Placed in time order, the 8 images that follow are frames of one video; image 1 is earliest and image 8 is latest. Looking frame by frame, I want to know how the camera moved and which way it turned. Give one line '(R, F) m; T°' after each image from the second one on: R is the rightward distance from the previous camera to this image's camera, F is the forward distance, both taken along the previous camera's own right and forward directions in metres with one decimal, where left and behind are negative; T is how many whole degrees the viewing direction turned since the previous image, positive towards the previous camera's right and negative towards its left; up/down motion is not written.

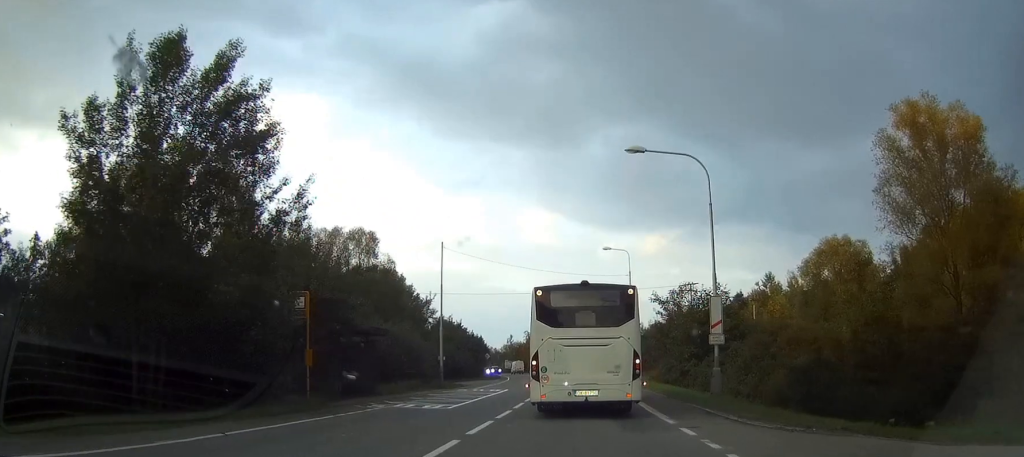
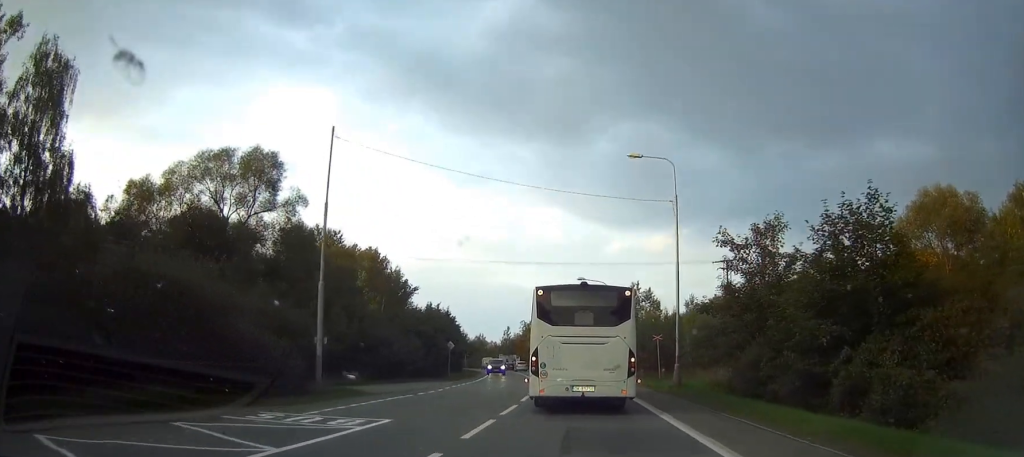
(+0.4, +25.6) m; +2°
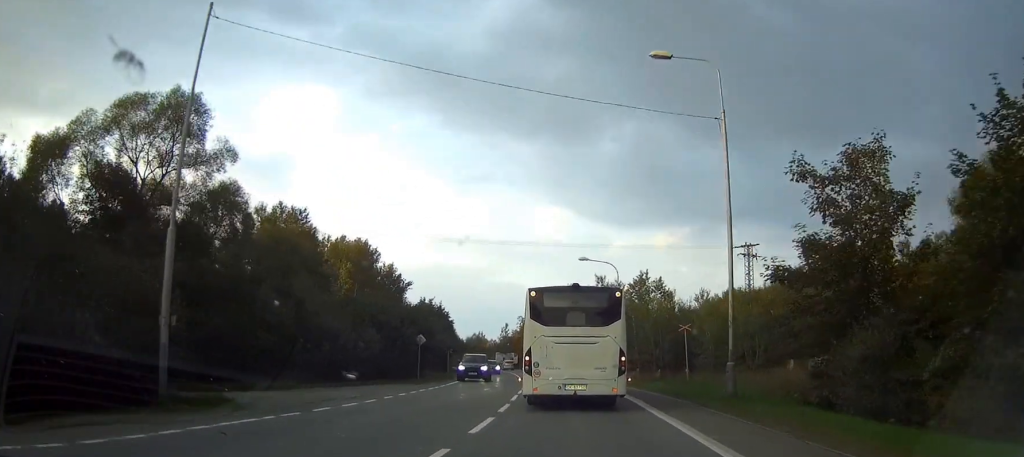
(0.0, +11.2) m; 0°
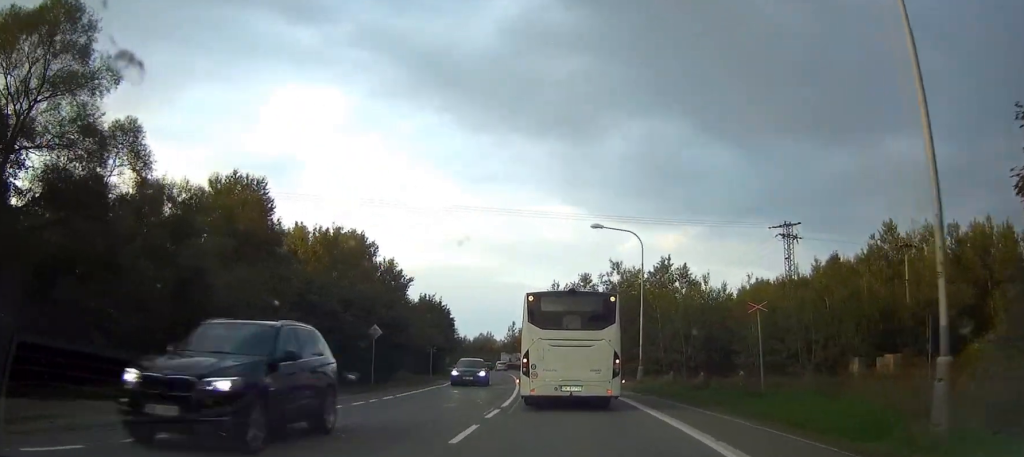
(0.0, +12.4) m; 0°
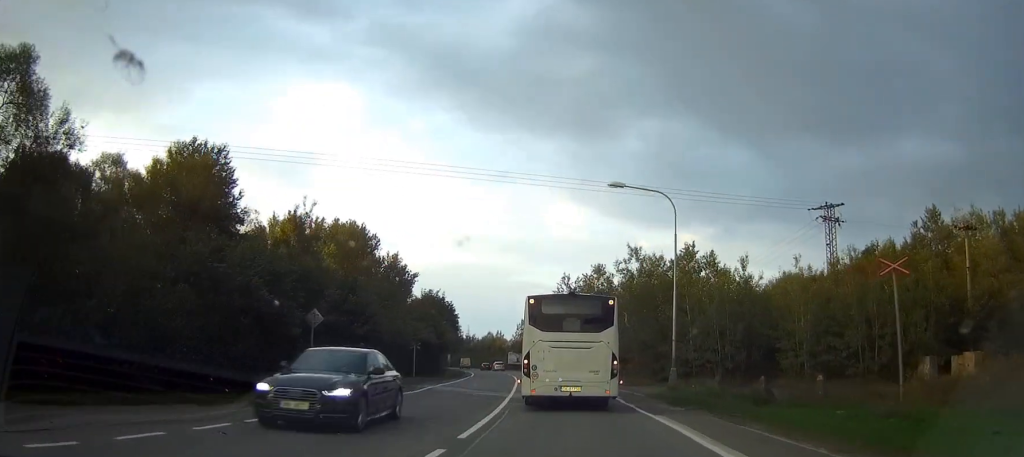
(0.0, +9.1) m; -1°
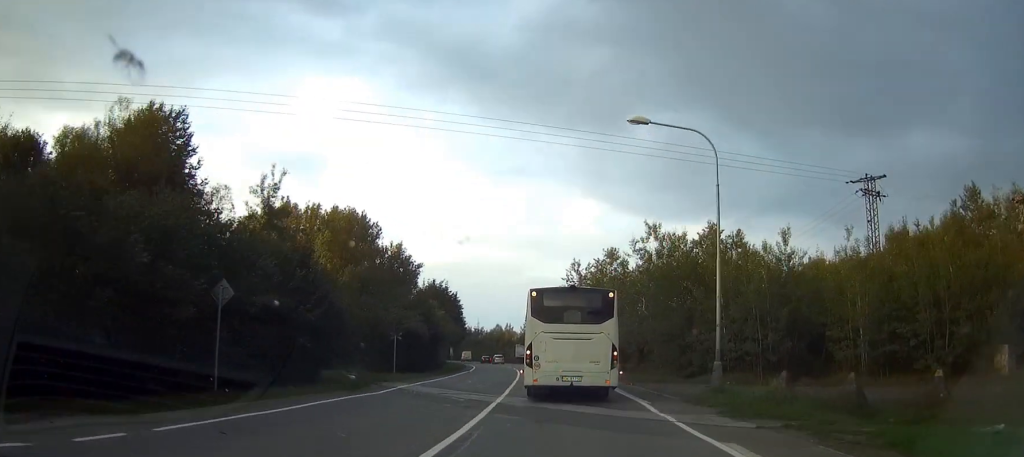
(0.0, +7.3) m; -1°
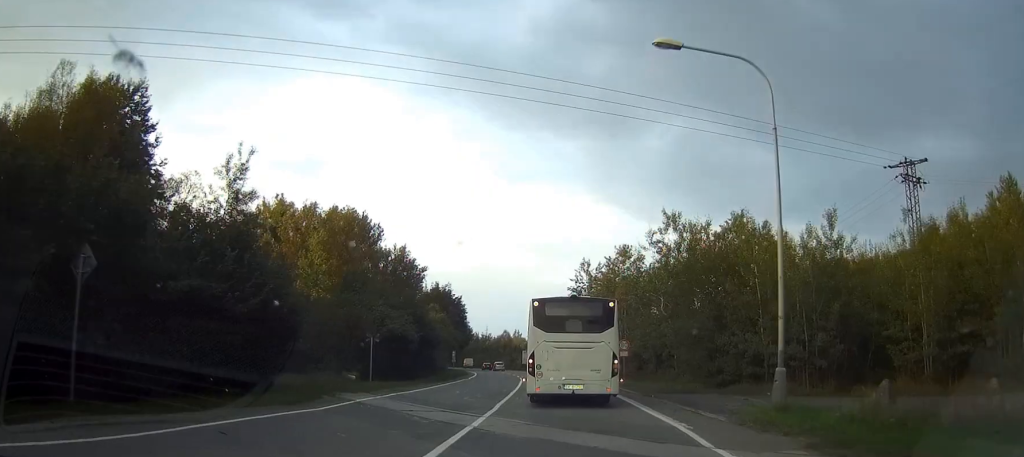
(0.0, +6.0) m; -1°
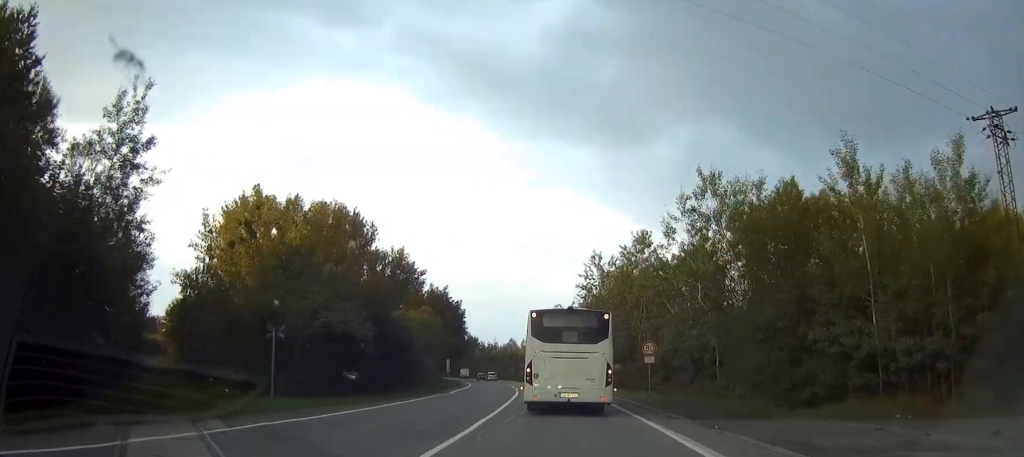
(-0.3, +11.5) m; -2°
